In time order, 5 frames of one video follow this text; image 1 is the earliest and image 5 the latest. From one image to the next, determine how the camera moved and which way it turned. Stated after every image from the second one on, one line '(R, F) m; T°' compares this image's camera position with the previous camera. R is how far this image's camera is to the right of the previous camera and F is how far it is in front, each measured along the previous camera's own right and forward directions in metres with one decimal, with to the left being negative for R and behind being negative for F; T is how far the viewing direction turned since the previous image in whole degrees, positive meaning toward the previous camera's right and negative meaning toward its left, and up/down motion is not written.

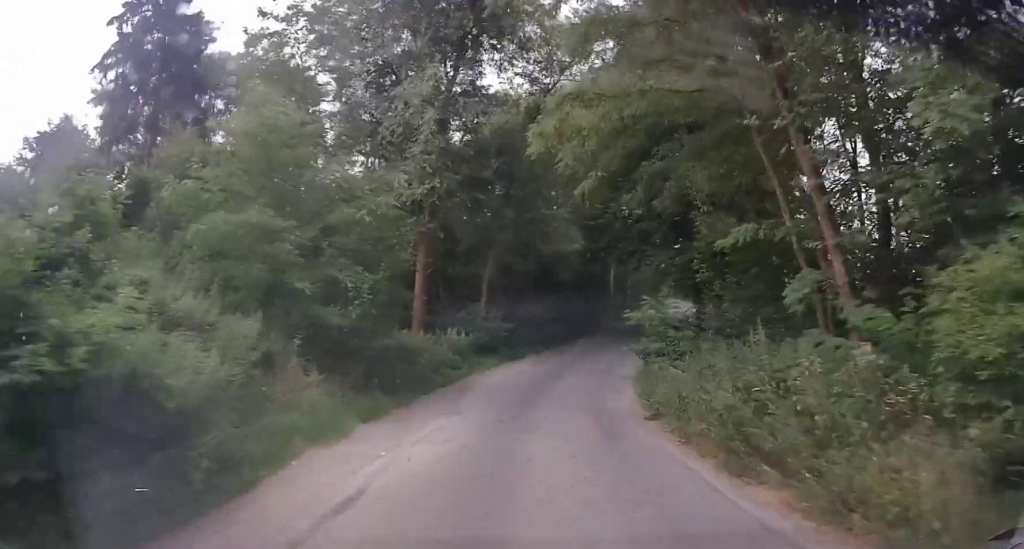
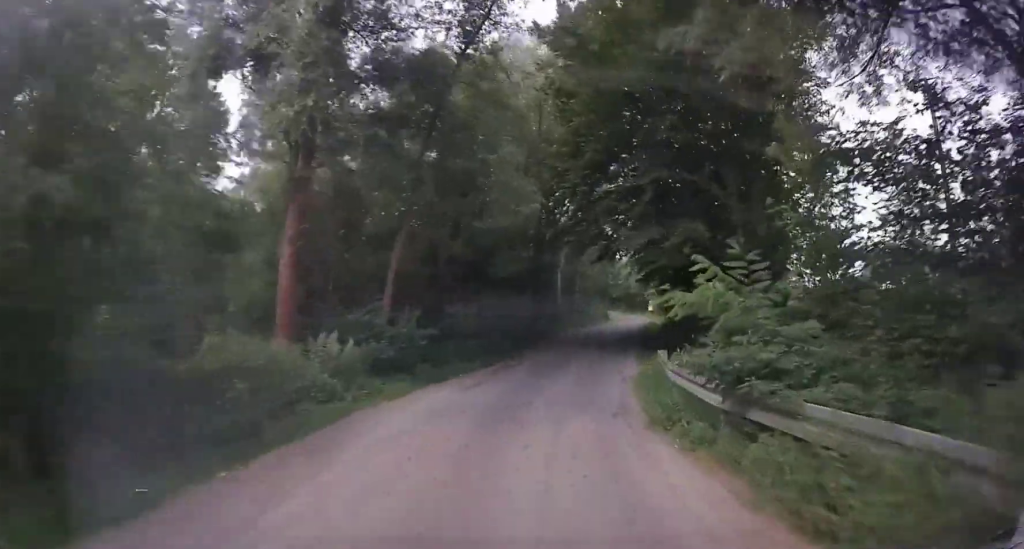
(+0.5, +8.0) m; +5°
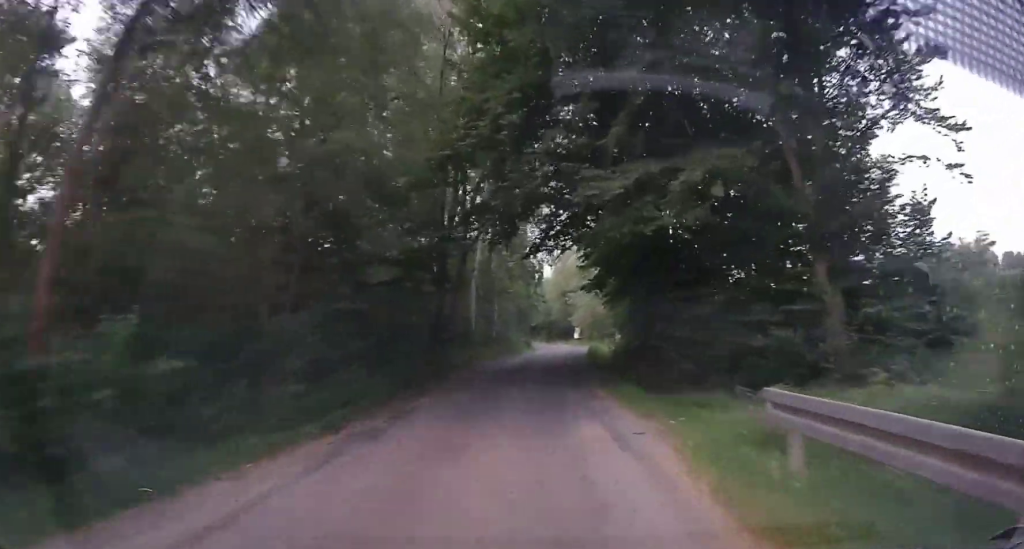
(+0.2, +10.6) m; +2°
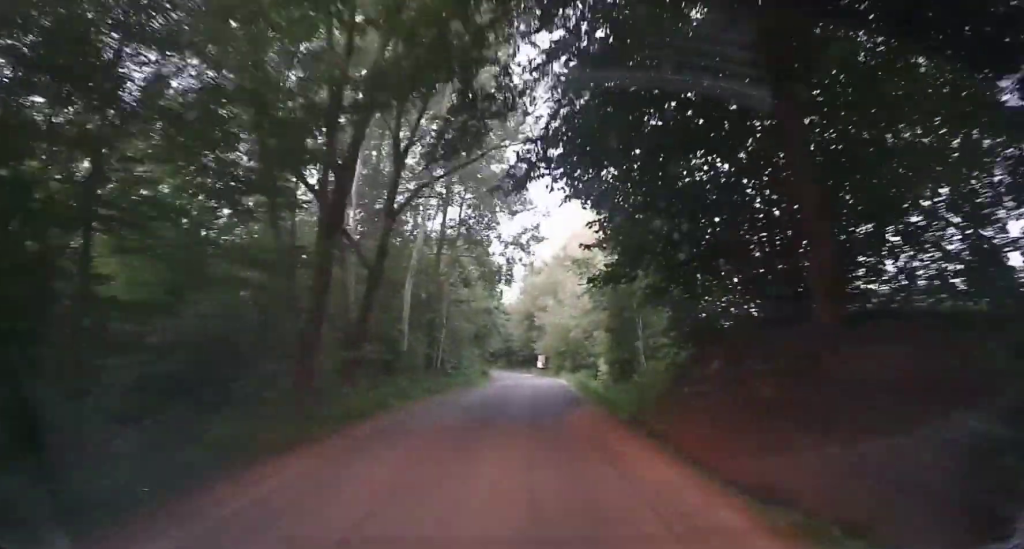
(+0.3, +12.2) m; +5°
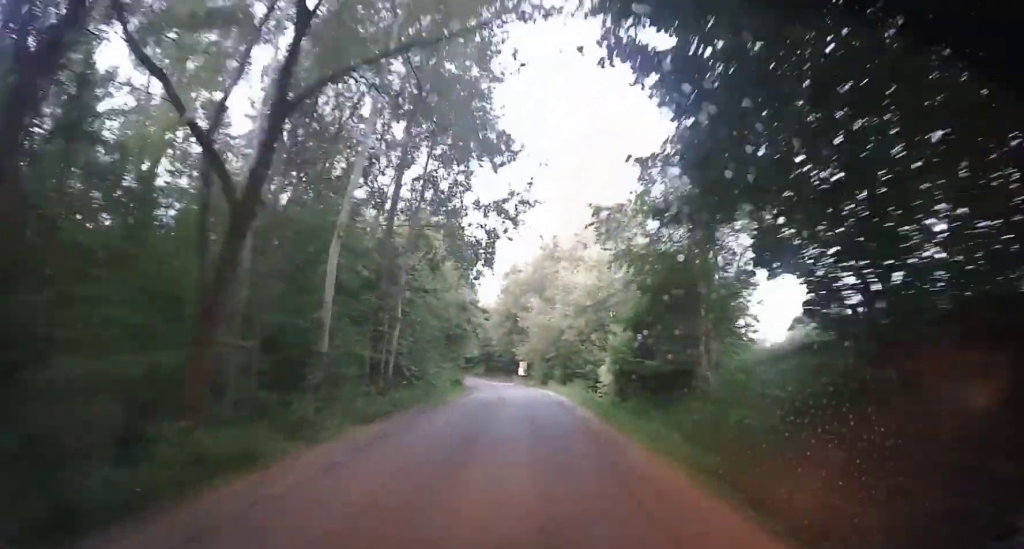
(+0.4, +8.1) m; +5°
